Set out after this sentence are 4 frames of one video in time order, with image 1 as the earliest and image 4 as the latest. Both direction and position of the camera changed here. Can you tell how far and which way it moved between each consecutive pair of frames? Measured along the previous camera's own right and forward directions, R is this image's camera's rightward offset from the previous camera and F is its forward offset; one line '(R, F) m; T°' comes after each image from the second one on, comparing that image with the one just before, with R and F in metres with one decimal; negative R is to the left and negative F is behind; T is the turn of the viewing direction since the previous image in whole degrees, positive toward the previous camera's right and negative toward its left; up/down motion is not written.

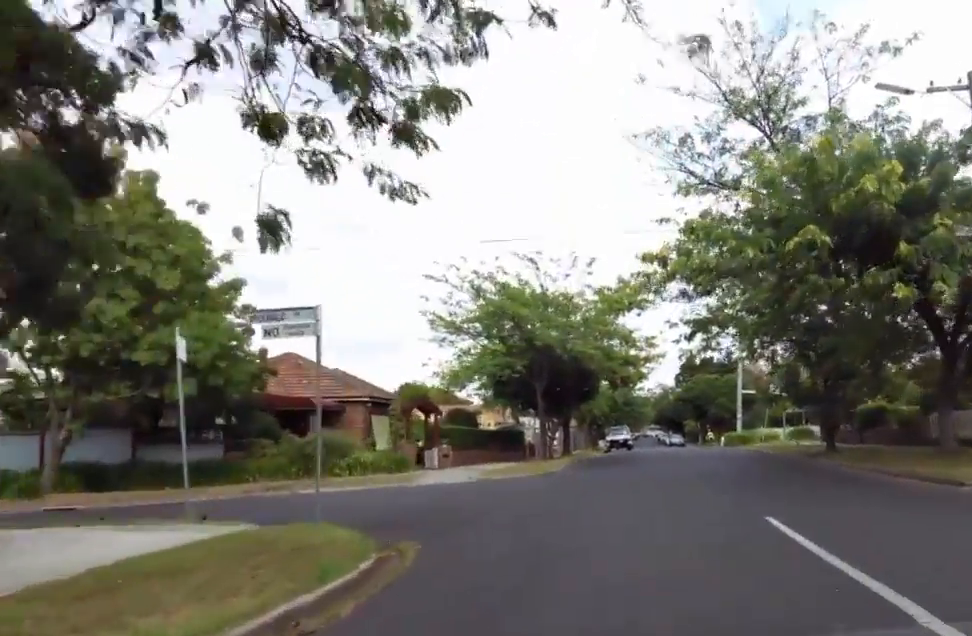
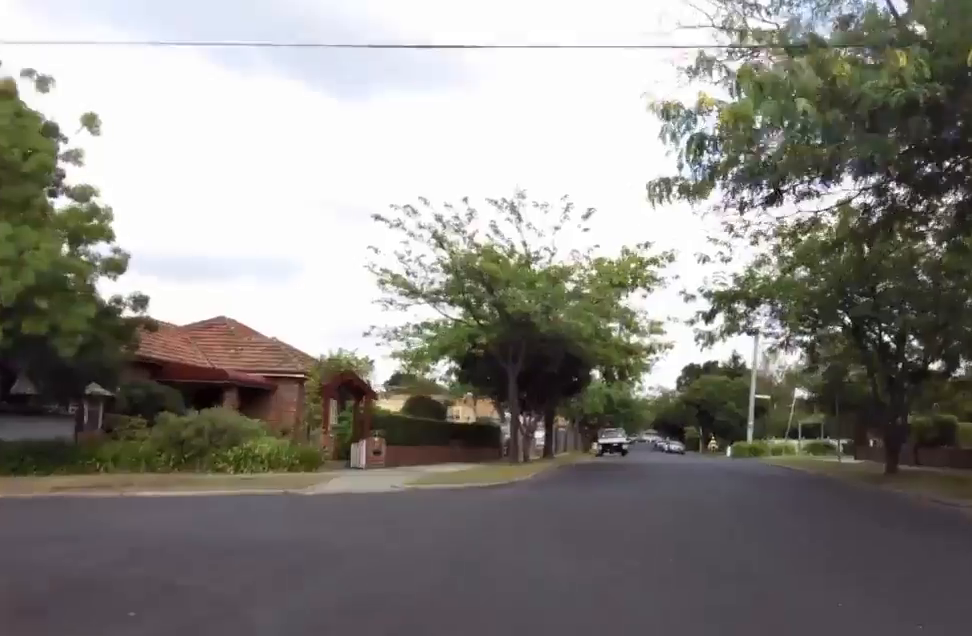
(+1.1, +6.7) m; -1°
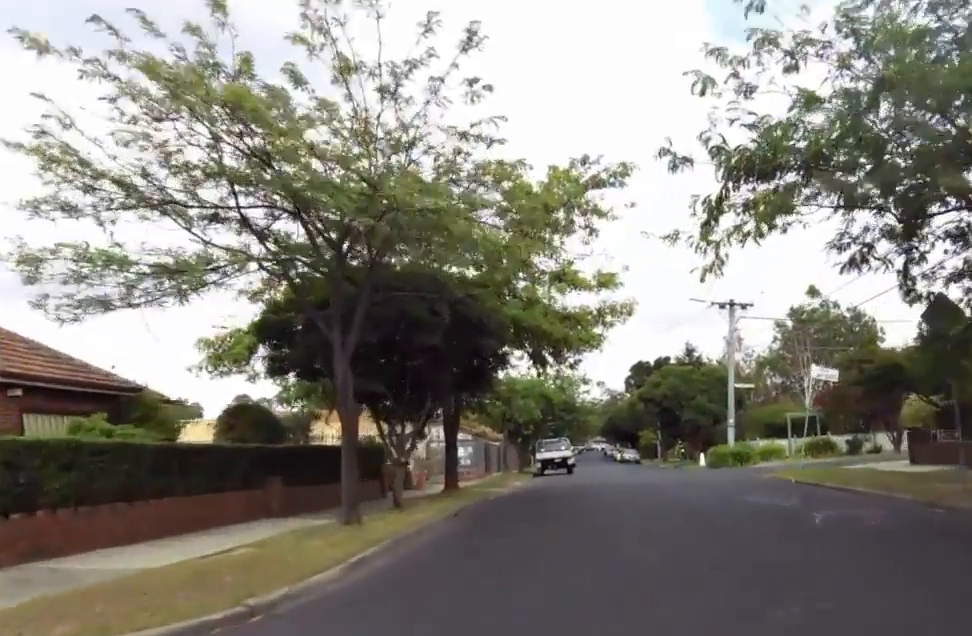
(-0.9, +11.4) m; -1°
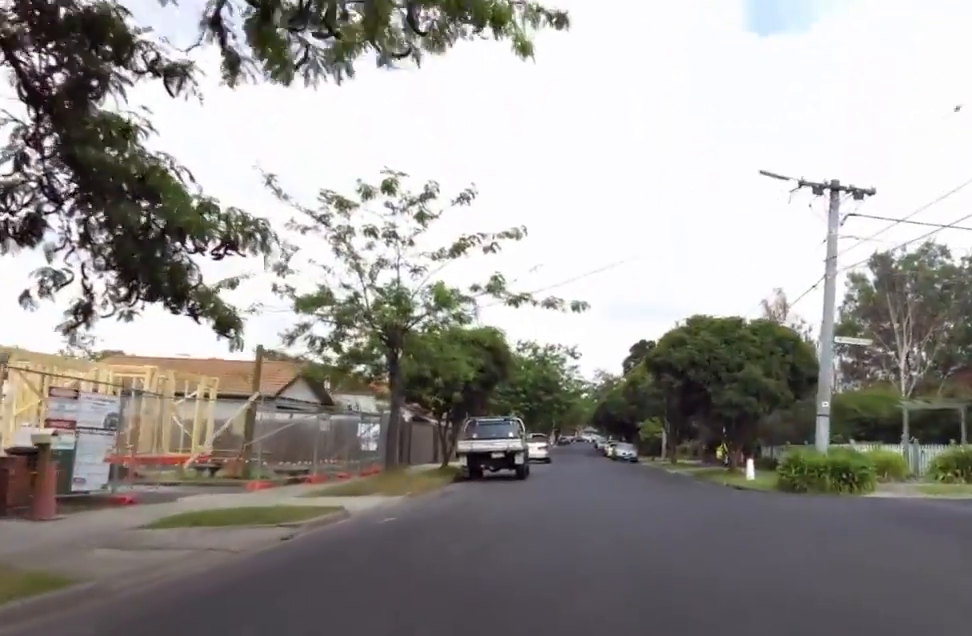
(+1.3, +17.9) m; +3°
